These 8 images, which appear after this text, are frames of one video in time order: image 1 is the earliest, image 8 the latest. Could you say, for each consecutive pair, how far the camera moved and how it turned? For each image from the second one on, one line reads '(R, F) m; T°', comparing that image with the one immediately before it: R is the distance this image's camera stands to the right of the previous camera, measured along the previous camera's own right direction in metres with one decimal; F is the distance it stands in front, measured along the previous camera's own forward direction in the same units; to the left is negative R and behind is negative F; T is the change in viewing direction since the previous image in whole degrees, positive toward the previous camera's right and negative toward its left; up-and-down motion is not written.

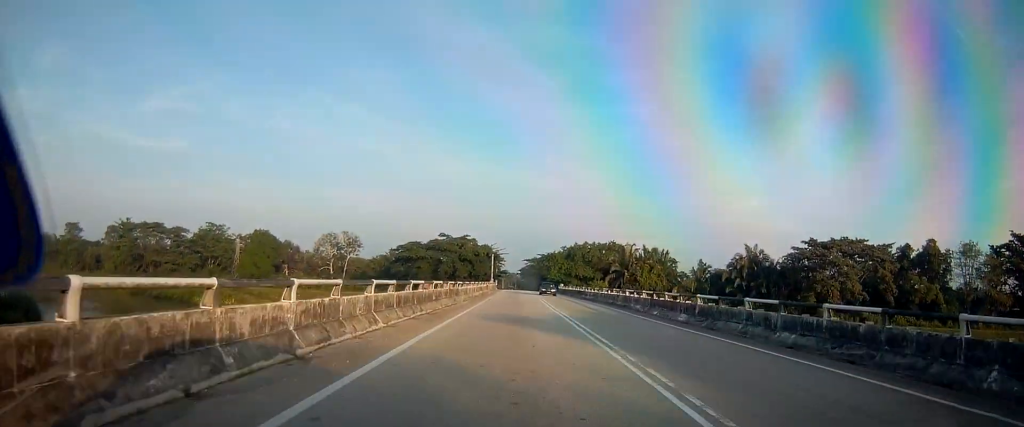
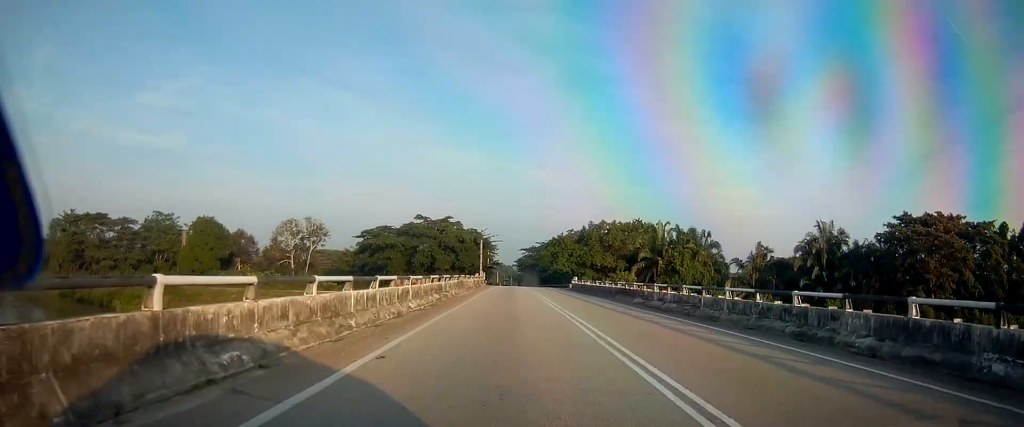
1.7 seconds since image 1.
(+0.7, +28.9) m; +2°
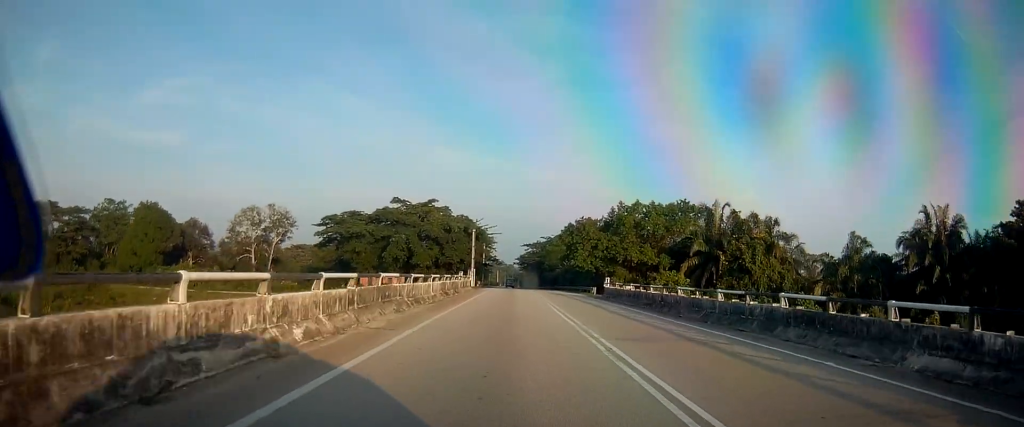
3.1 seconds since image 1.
(+0.4, +24.1) m; 0°
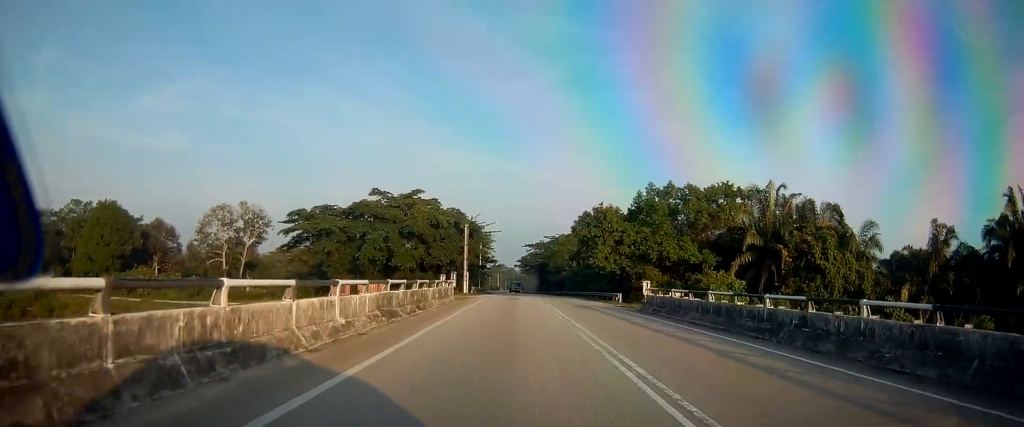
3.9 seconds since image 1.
(-0.1, +14.0) m; -1°
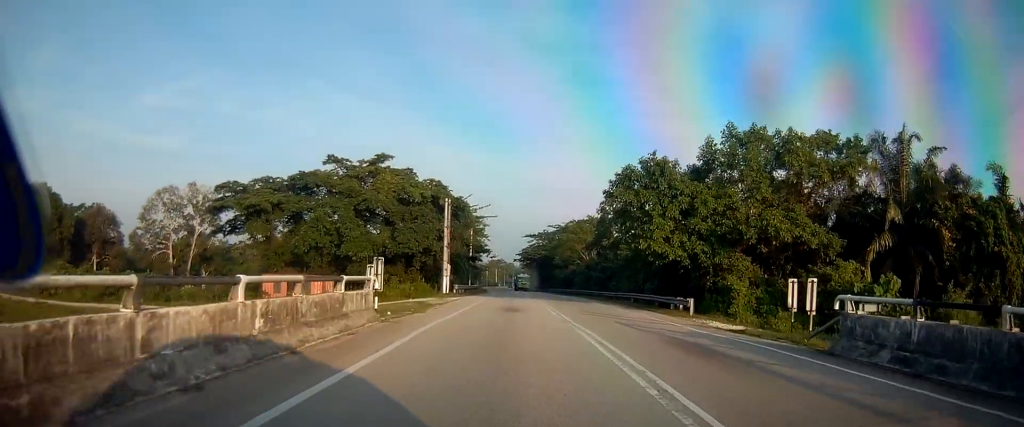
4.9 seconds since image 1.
(-0.1, +19.2) m; +1°
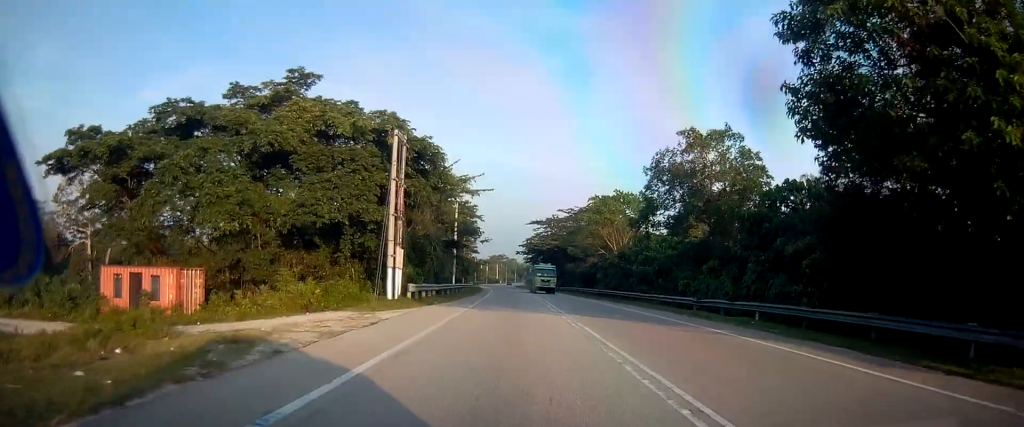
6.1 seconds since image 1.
(+0.3, +22.7) m; 0°
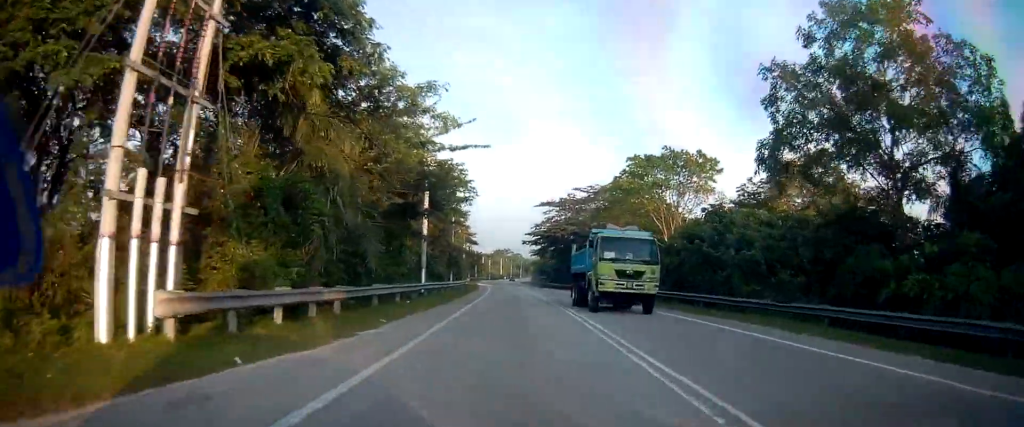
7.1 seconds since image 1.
(-0.3, +20.7) m; -1°
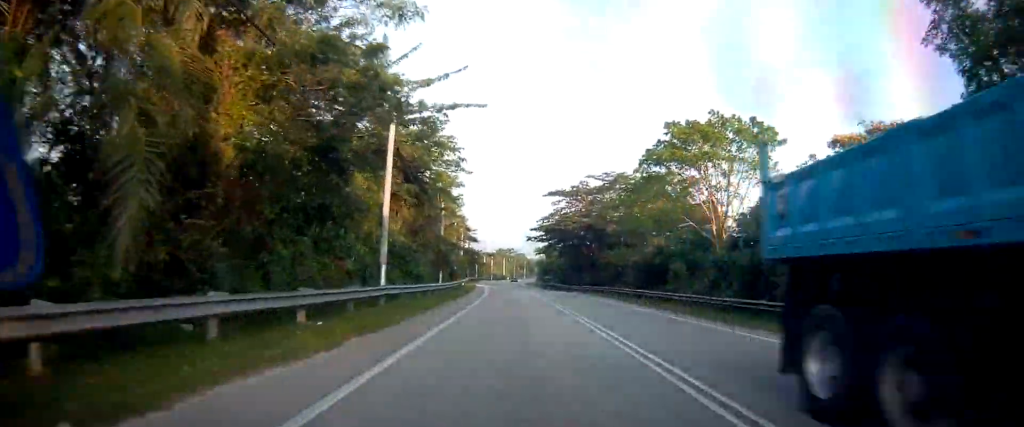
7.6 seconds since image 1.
(-0.1, +11.1) m; 0°
